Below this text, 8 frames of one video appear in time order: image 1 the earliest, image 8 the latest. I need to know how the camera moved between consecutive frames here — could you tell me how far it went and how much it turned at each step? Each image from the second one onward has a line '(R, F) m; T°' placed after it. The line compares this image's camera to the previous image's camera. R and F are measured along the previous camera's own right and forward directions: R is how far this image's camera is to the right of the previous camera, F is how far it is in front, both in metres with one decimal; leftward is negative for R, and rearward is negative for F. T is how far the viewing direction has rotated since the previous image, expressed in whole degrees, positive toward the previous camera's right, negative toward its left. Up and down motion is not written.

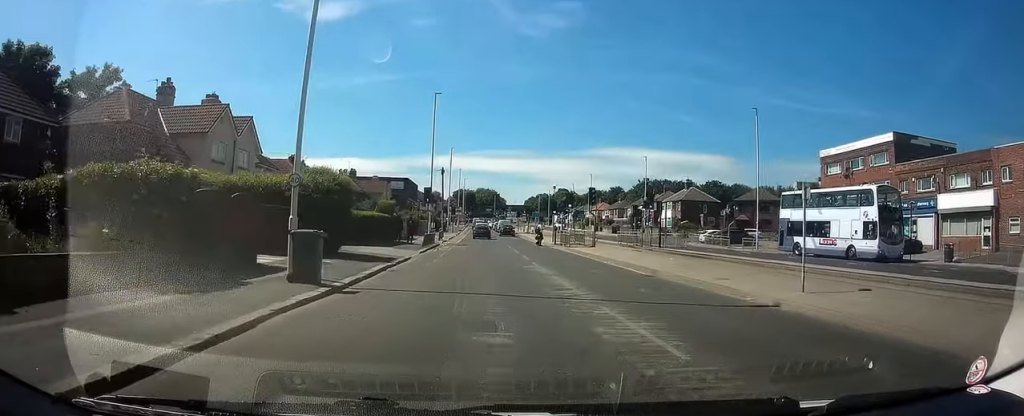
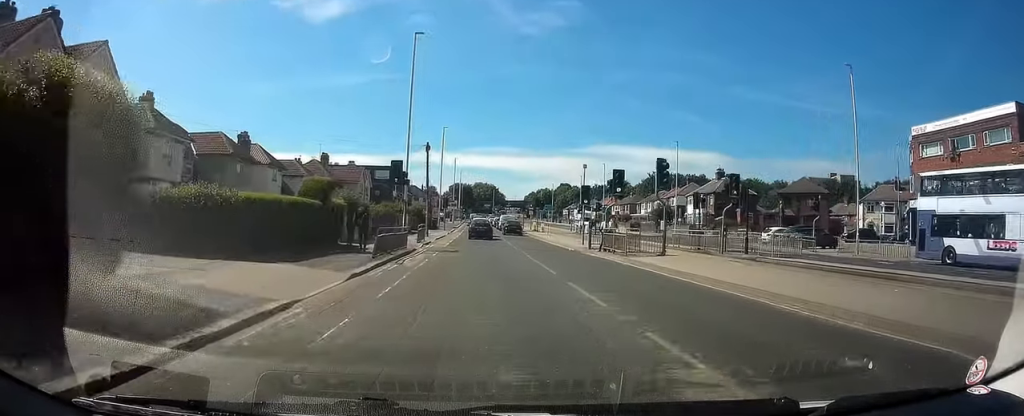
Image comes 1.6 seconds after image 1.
(+0.4, +15.5) m; -2°
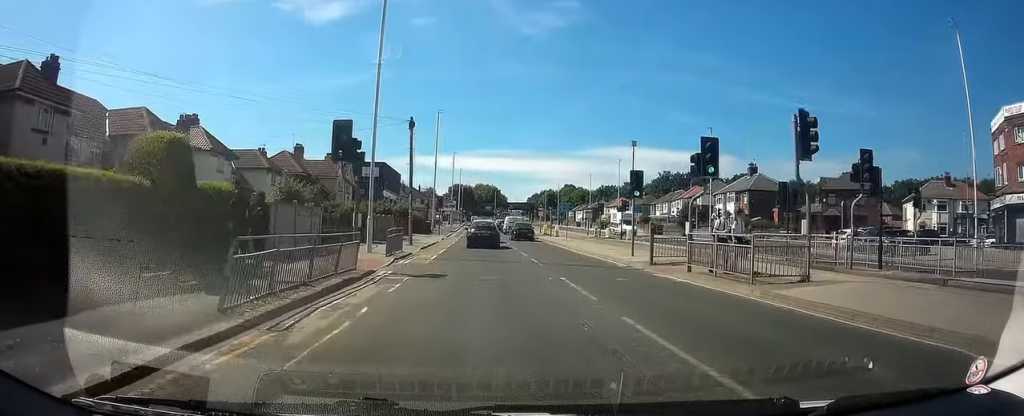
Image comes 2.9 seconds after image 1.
(-0.4, +12.0) m; +1°
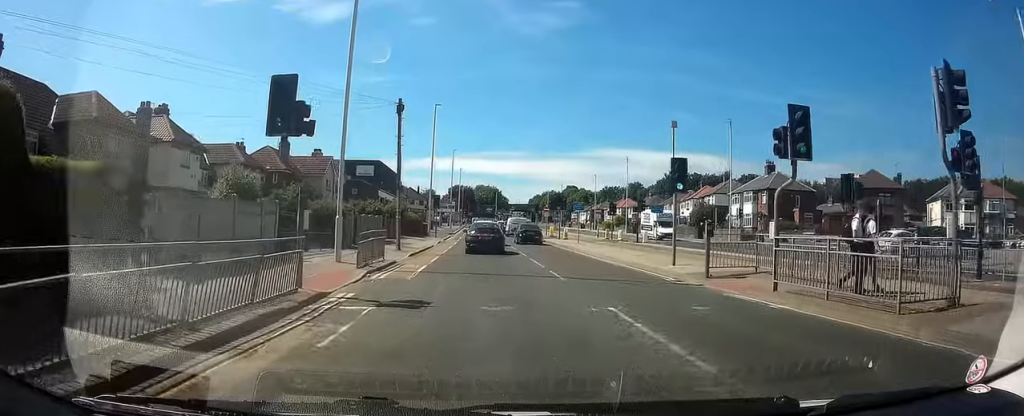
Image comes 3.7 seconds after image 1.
(+0.3, +6.0) m; +1°
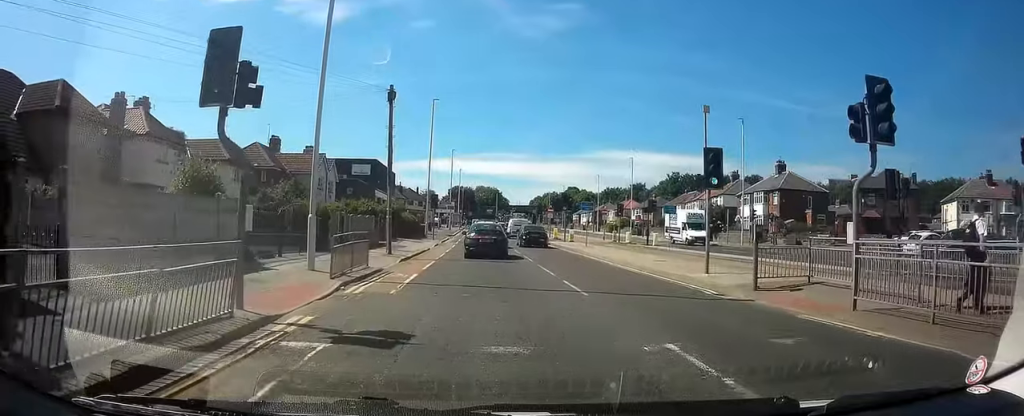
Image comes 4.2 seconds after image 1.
(-0.1, +3.3) m; -1°
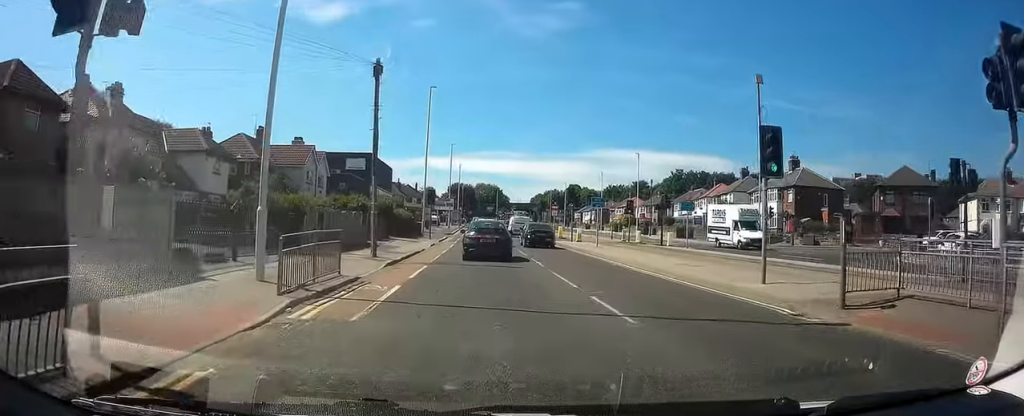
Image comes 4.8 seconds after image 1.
(-0.1, +4.0) m; -1°
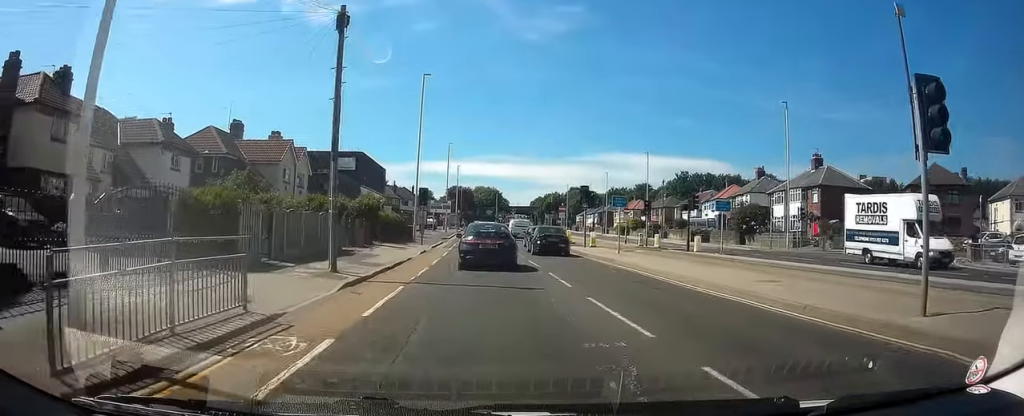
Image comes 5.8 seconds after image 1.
(0.0, +6.2) m; 0°
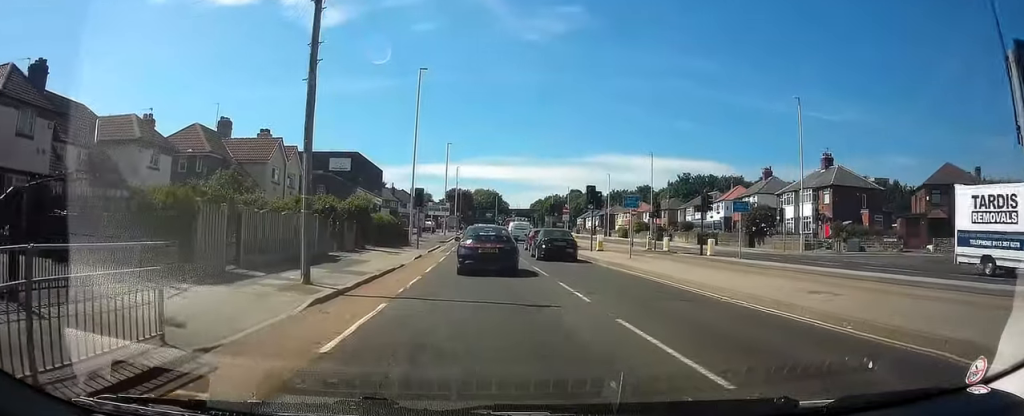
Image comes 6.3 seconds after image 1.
(+0.1, +2.5) m; -1°
